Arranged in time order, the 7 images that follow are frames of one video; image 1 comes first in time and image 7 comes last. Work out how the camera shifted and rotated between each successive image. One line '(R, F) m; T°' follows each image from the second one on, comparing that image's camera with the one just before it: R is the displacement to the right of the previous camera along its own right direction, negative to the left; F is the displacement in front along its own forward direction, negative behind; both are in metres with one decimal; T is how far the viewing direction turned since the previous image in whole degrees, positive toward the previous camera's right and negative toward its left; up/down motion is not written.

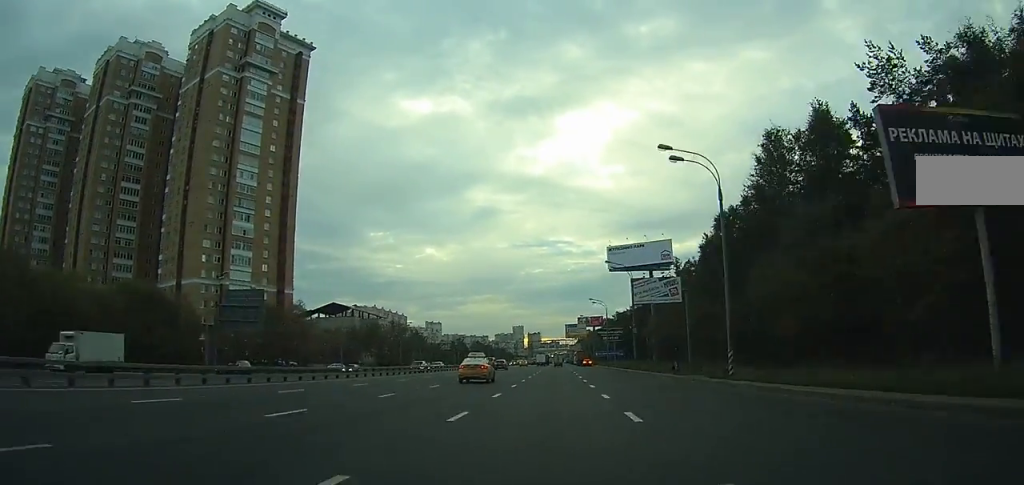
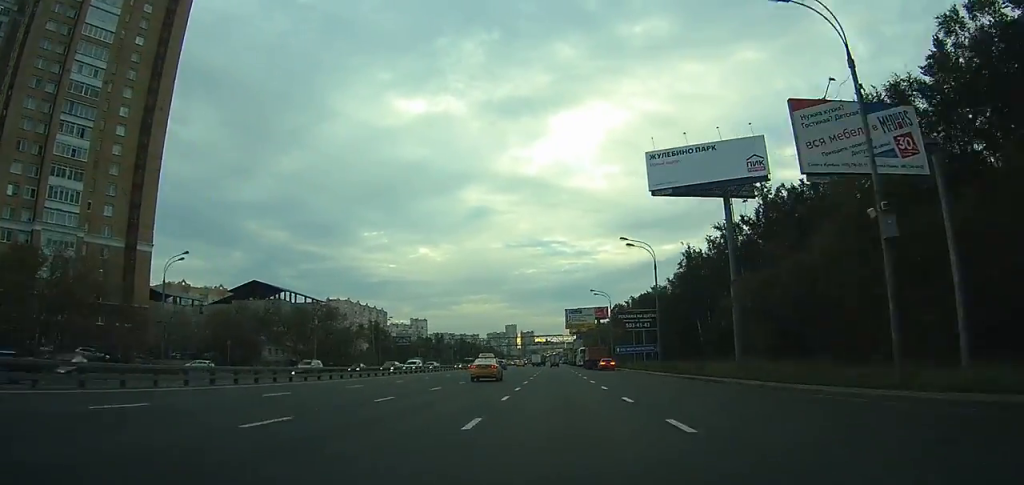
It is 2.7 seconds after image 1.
(+0.2, +50.1) m; 0°
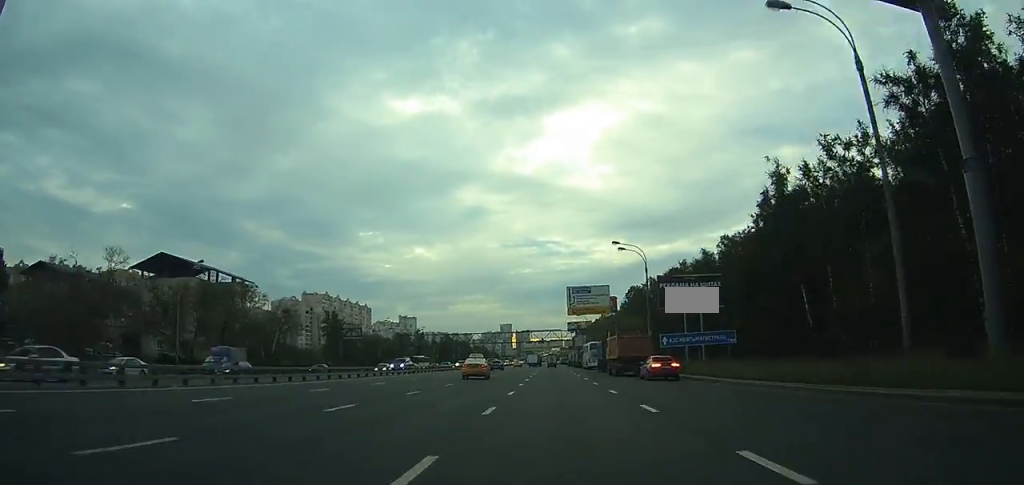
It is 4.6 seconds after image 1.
(-0.1, +38.1) m; 0°
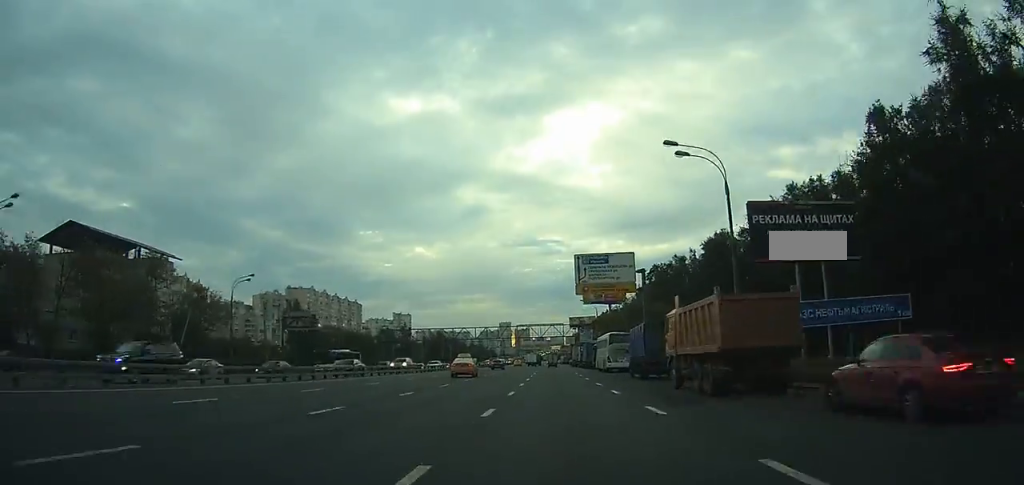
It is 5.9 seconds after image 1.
(-0.1, +26.0) m; 0°
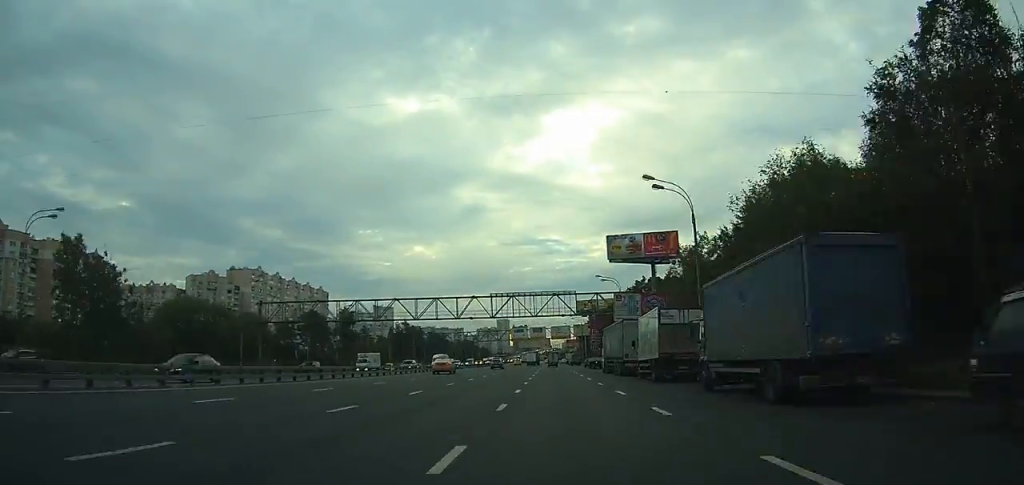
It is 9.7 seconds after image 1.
(+0.6, +70.3) m; +1°
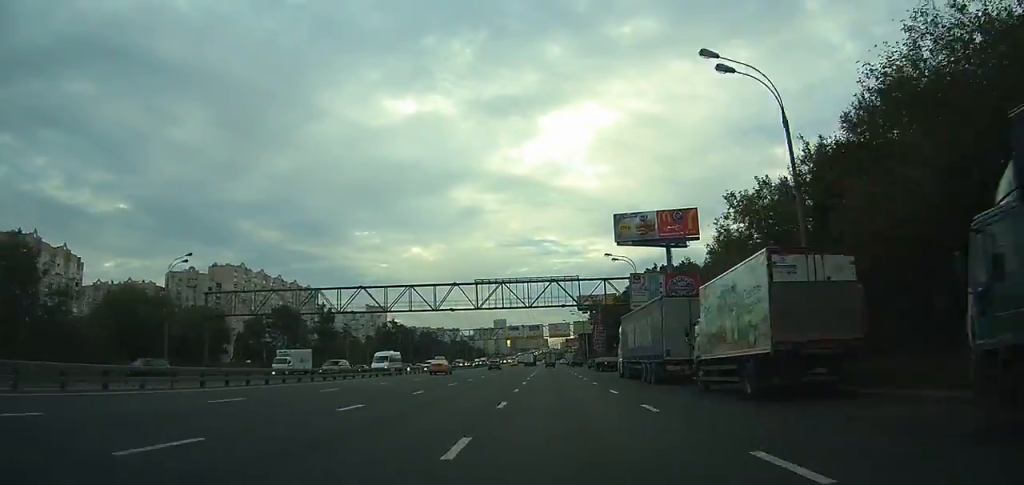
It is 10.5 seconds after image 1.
(0.0, +14.5) m; 0°
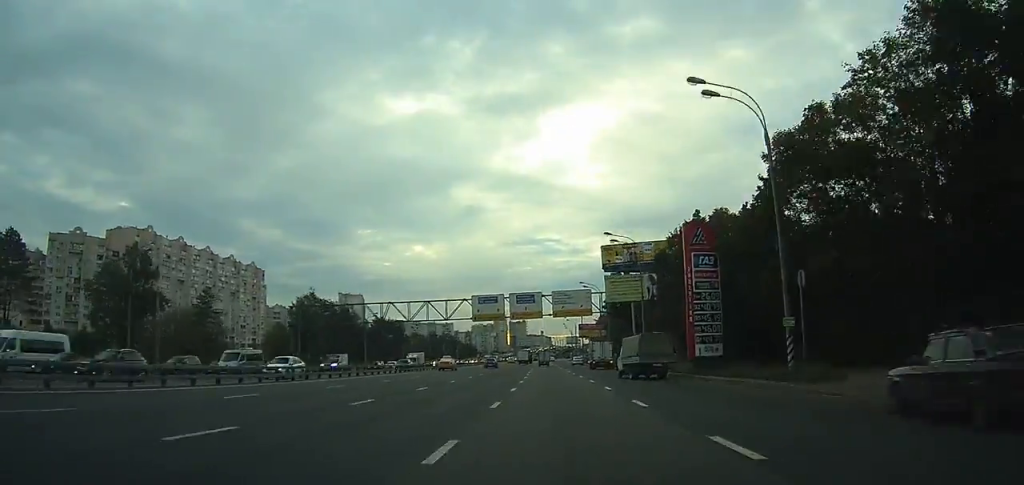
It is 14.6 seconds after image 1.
(+0.2, +78.5) m; 0°
